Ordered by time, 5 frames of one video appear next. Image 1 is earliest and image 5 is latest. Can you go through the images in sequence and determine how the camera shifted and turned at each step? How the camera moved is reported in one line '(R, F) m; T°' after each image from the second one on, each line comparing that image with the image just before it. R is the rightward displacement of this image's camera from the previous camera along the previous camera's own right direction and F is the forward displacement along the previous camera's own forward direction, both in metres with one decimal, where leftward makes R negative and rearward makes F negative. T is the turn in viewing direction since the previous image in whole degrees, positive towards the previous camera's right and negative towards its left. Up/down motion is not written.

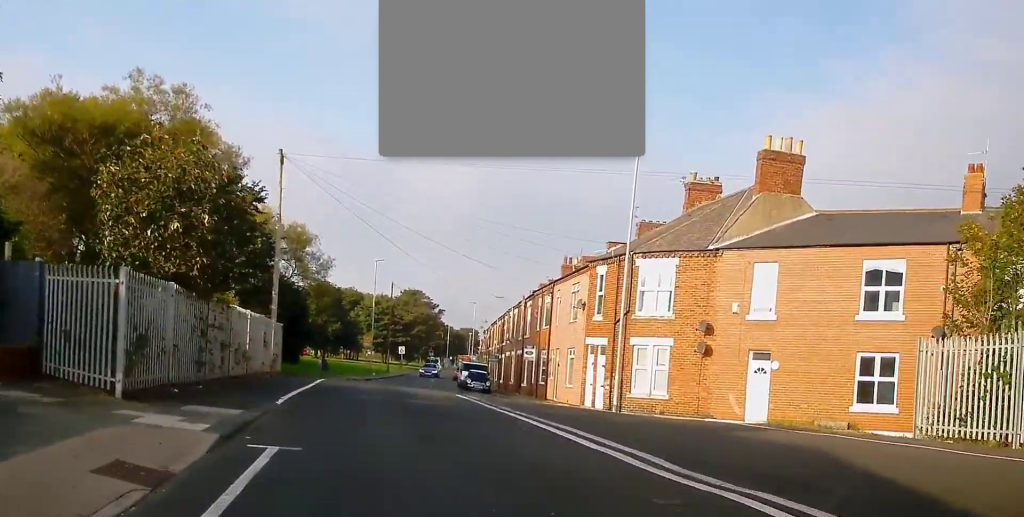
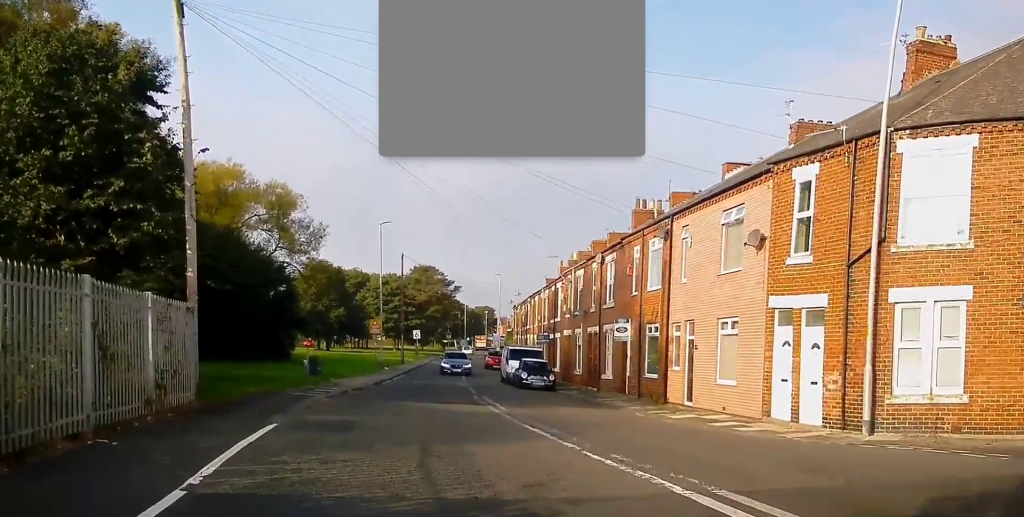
(-1.0, +15.7) m; -4°
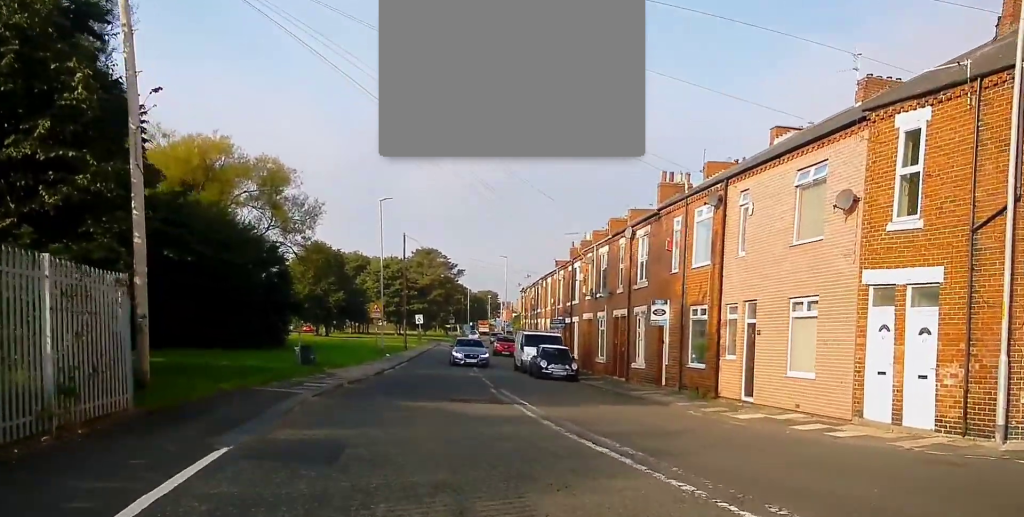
(-0.1, +4.1) m; +1°
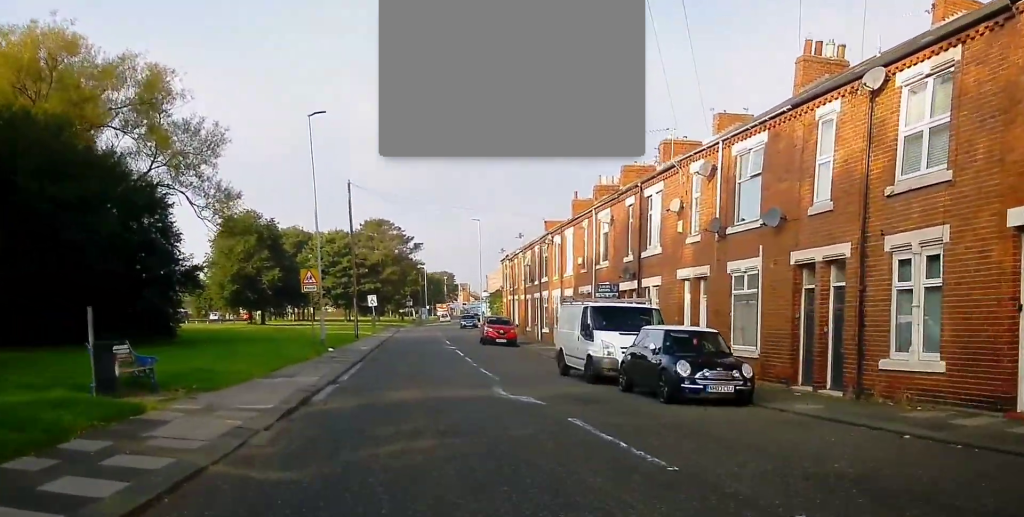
(+1.7, +18.6) m; +5°
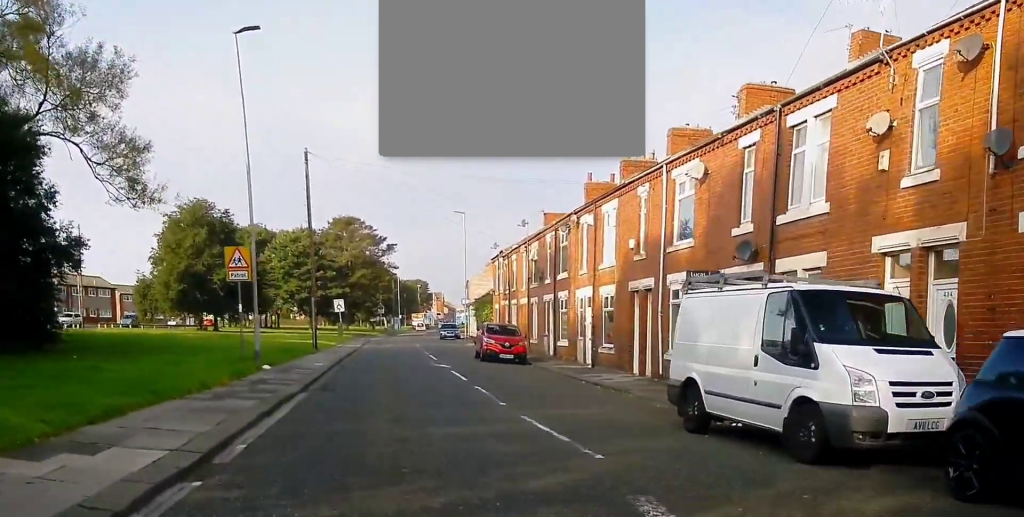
(-0.1, +10.9) m; +3°
